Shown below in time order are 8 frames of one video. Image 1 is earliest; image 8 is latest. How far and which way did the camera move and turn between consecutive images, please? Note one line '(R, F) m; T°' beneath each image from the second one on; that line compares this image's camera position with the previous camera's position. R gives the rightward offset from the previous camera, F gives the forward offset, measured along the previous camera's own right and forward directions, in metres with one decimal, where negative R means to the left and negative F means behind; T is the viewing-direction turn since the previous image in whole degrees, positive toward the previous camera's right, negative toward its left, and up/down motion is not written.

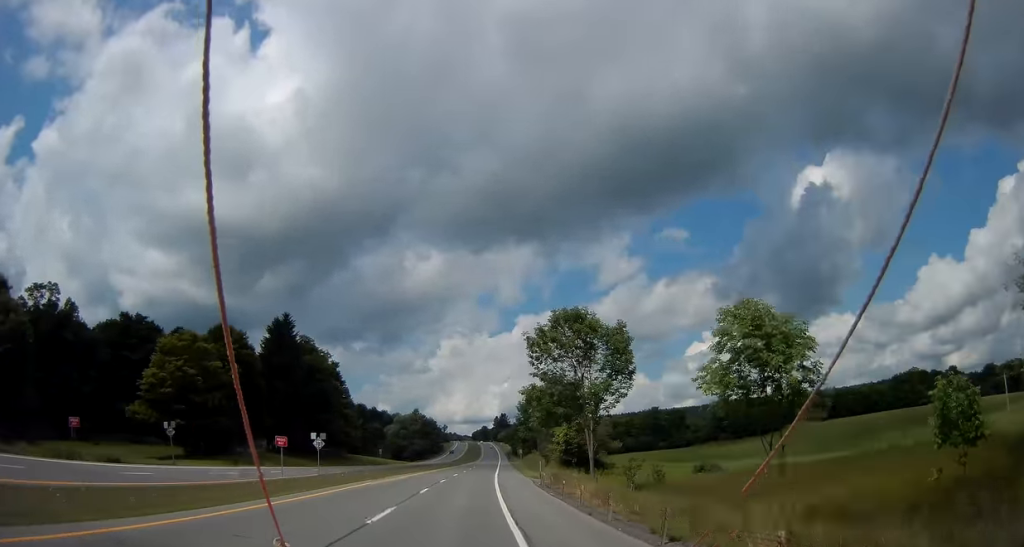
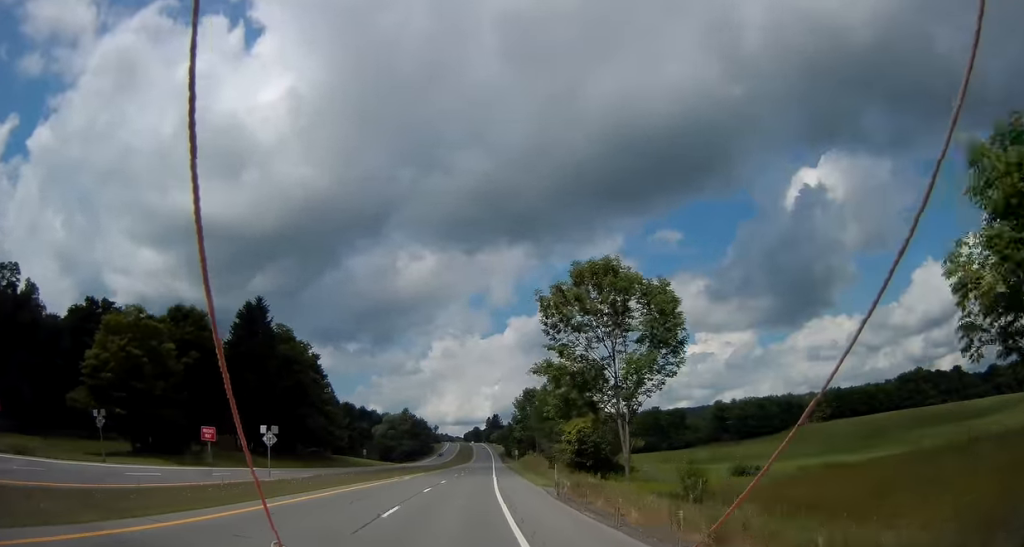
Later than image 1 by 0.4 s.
(+0.1, +10.8) m; +1°
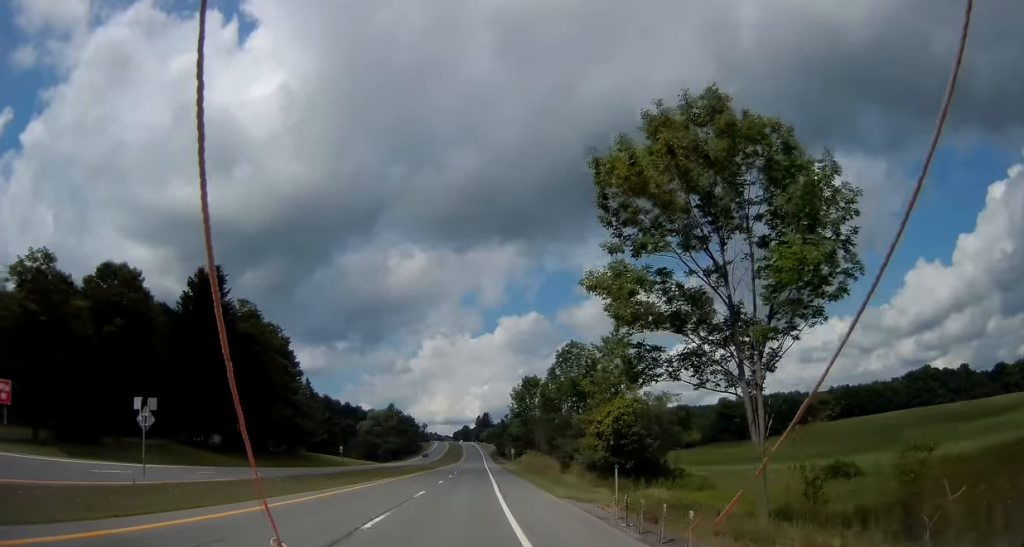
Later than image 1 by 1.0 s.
(+0.1, +15.0) m; +1°
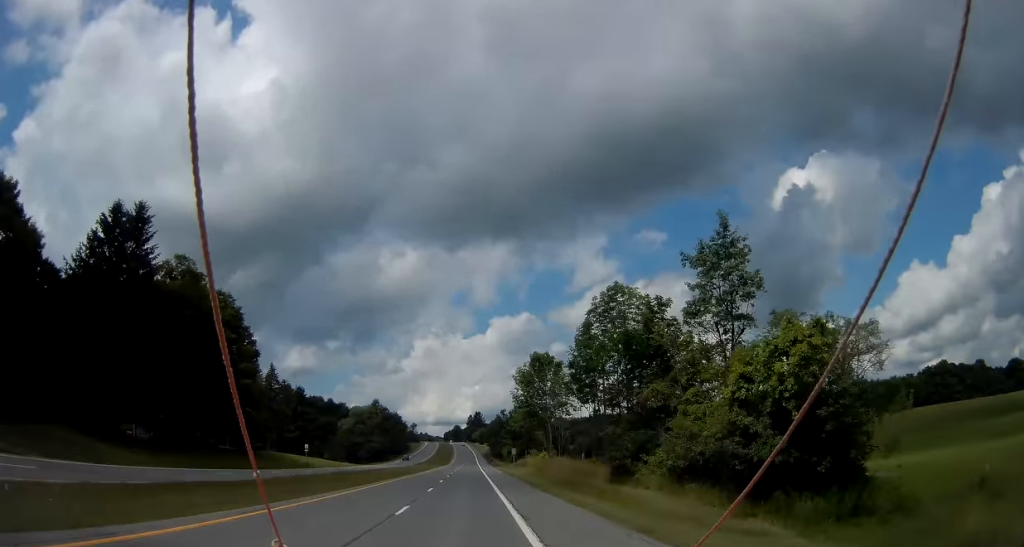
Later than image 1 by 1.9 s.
(+0.4, +21.0) m; +1°
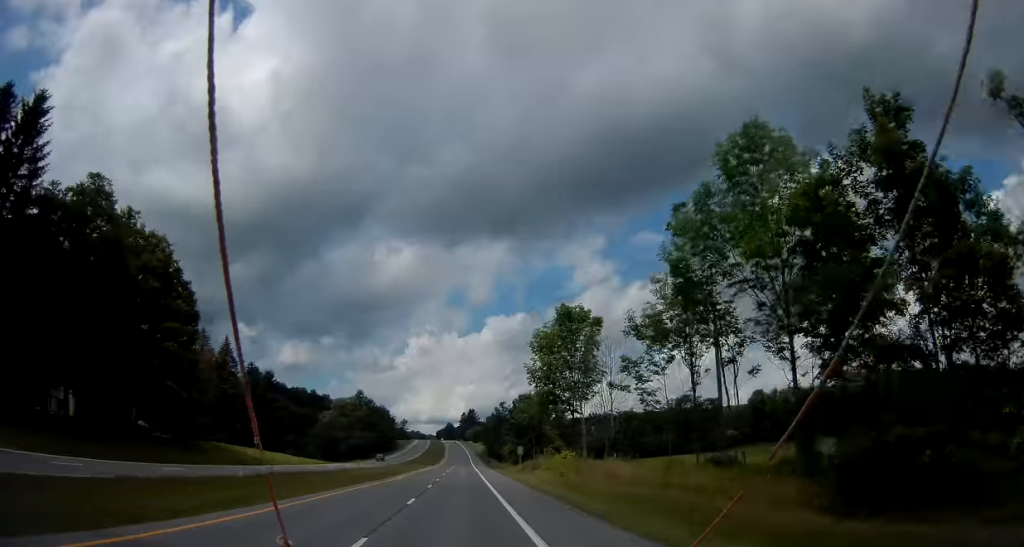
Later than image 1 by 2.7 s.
(+0.1, +22.0) m; 0°
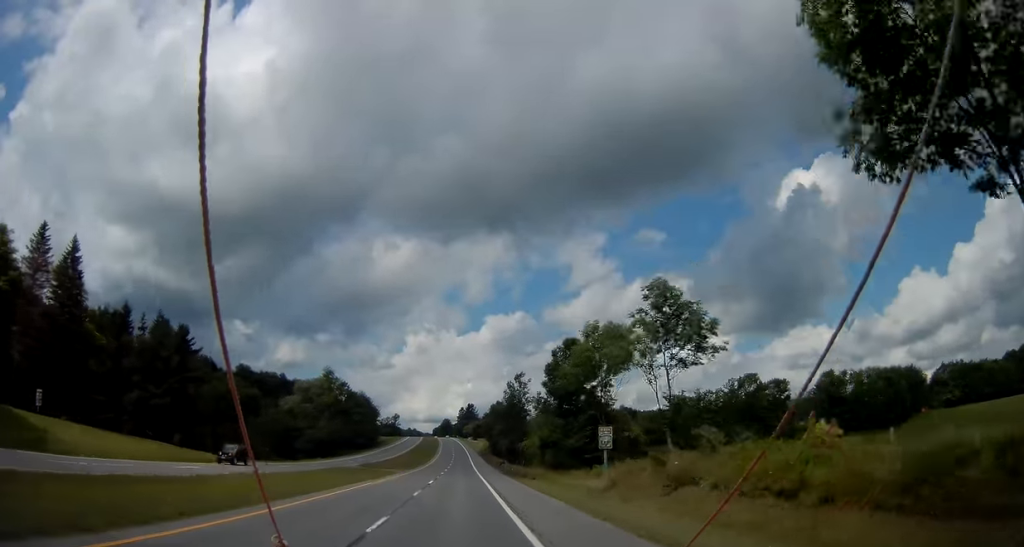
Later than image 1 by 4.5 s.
(+0.4, +45.9) m; +1°
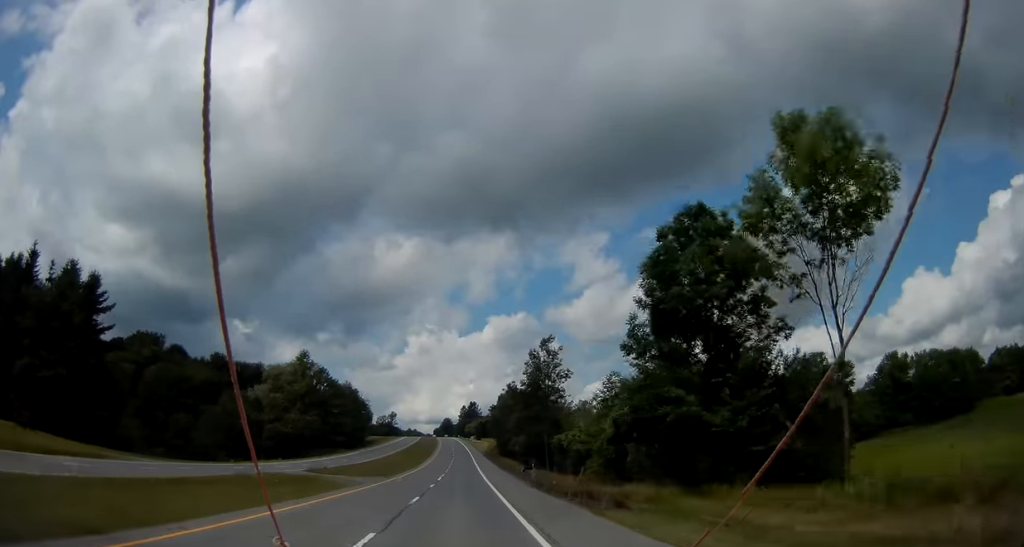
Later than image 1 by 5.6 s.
(+0.1, +30.1) m; 0°
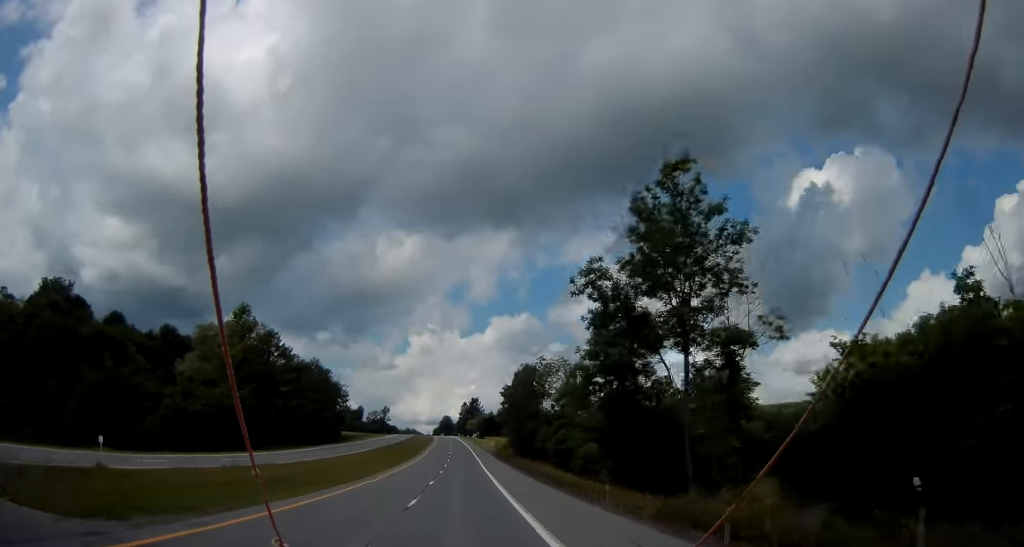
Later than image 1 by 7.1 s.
(-0.2, +38.8) m; -1°
